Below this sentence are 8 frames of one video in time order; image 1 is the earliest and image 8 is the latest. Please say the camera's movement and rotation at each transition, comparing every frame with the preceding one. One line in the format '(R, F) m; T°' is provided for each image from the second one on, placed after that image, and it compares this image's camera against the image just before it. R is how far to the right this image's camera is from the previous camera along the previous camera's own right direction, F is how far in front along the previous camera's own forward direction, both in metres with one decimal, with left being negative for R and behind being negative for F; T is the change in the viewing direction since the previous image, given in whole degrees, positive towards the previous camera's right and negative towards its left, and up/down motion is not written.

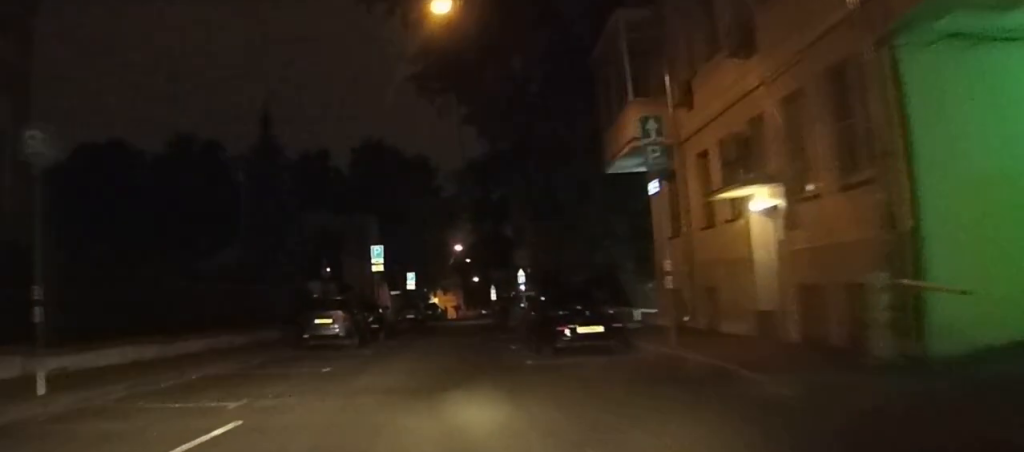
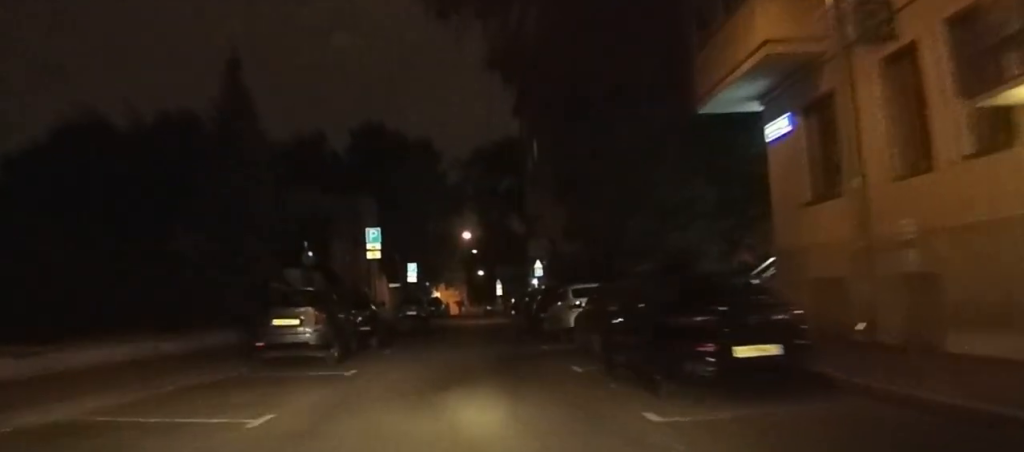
(+0.2, +9.2) m; +2°
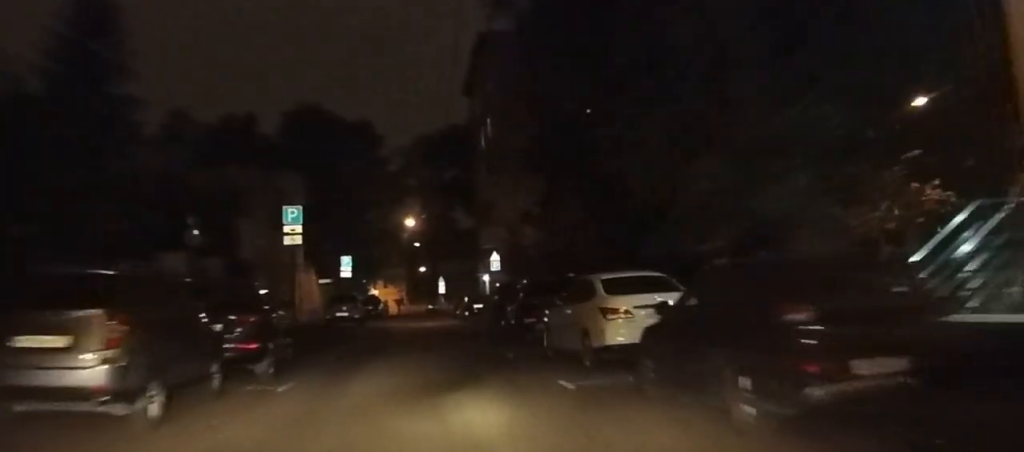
(+0.3, +10.0) m; +2°
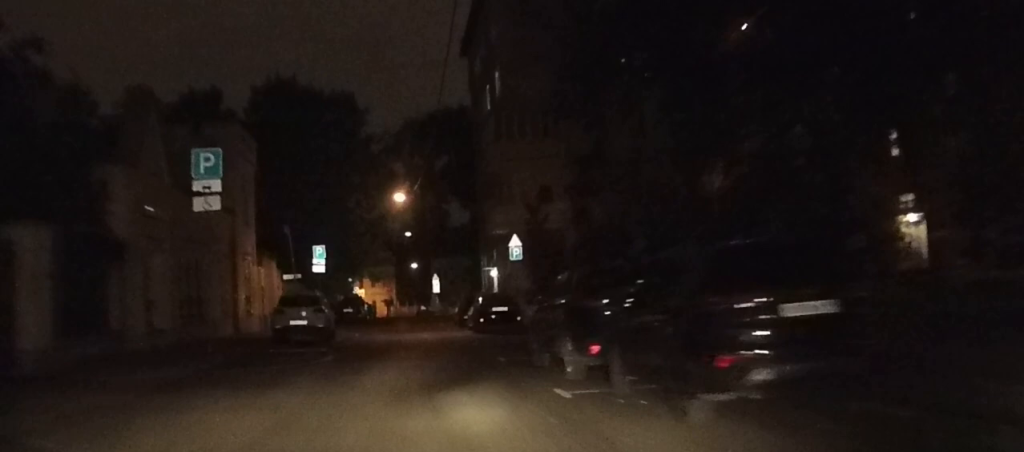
(-0.1, +13.8) m; -2°
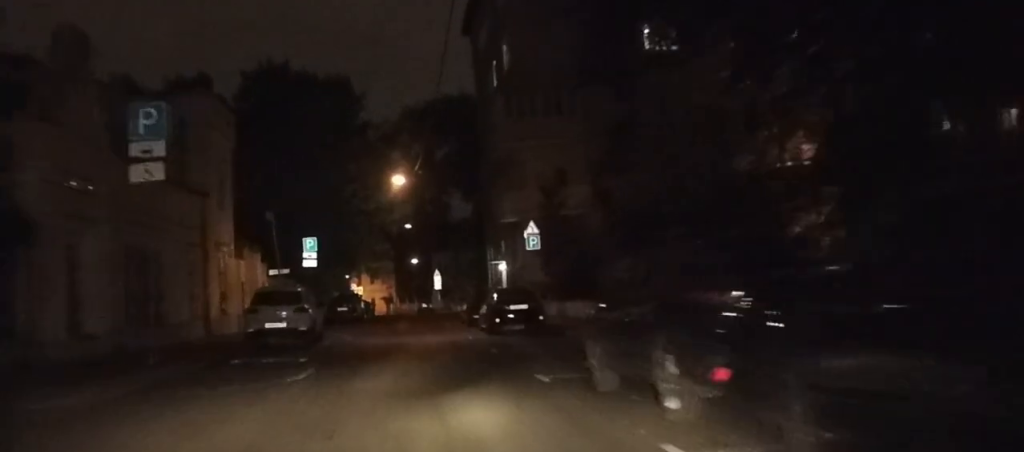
(-0.1, +5.2) m; -1°
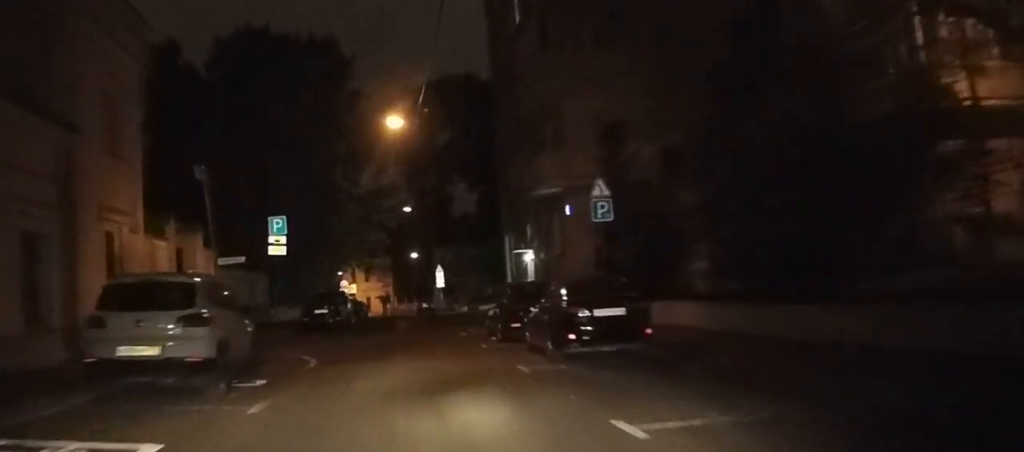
(-0.2, +12.4) m; 0°
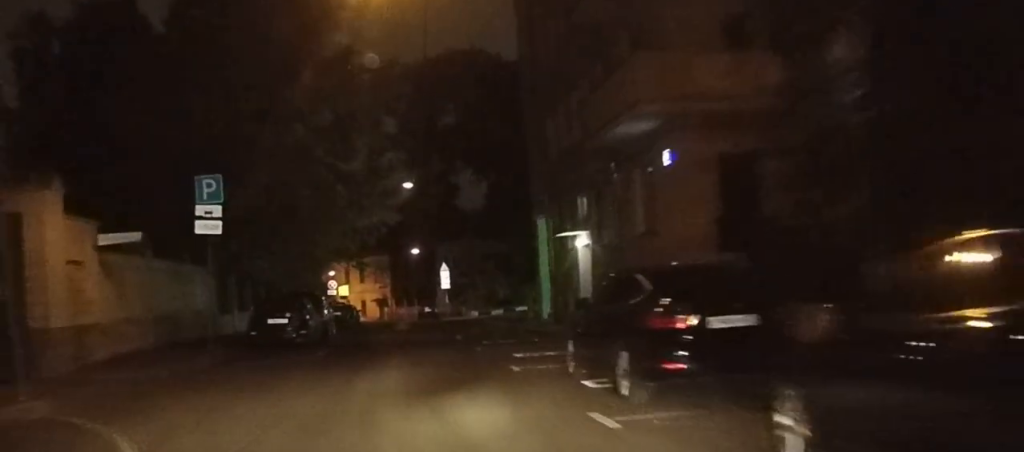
(+0.1, +13.4) m; 0°
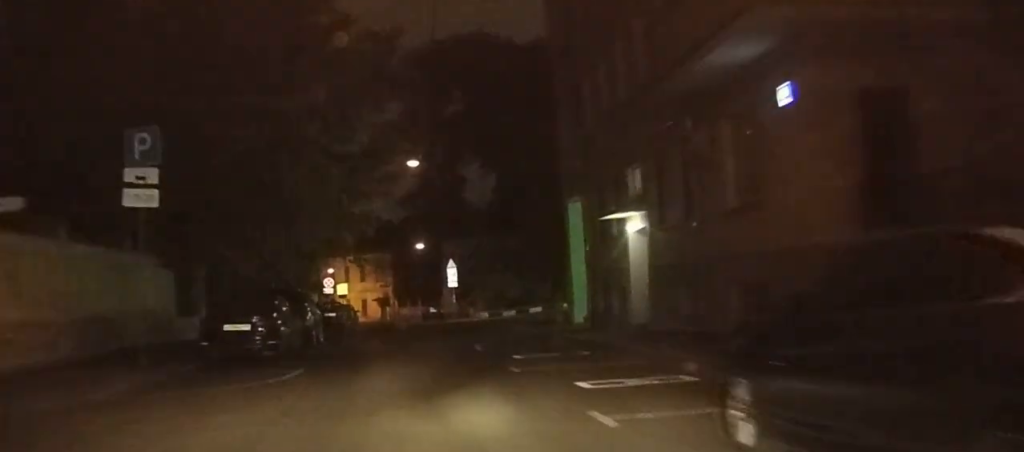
(-0.1, +6.8) m; 0°
